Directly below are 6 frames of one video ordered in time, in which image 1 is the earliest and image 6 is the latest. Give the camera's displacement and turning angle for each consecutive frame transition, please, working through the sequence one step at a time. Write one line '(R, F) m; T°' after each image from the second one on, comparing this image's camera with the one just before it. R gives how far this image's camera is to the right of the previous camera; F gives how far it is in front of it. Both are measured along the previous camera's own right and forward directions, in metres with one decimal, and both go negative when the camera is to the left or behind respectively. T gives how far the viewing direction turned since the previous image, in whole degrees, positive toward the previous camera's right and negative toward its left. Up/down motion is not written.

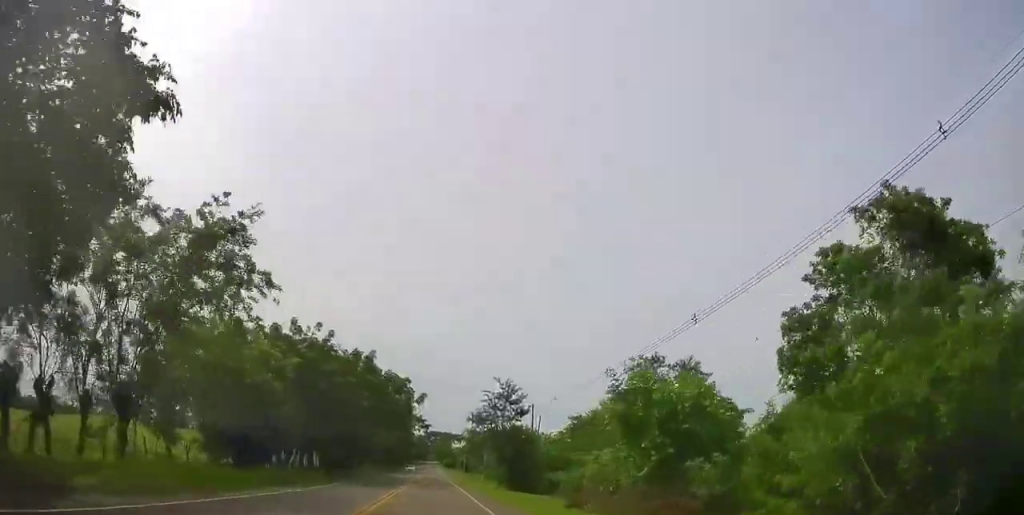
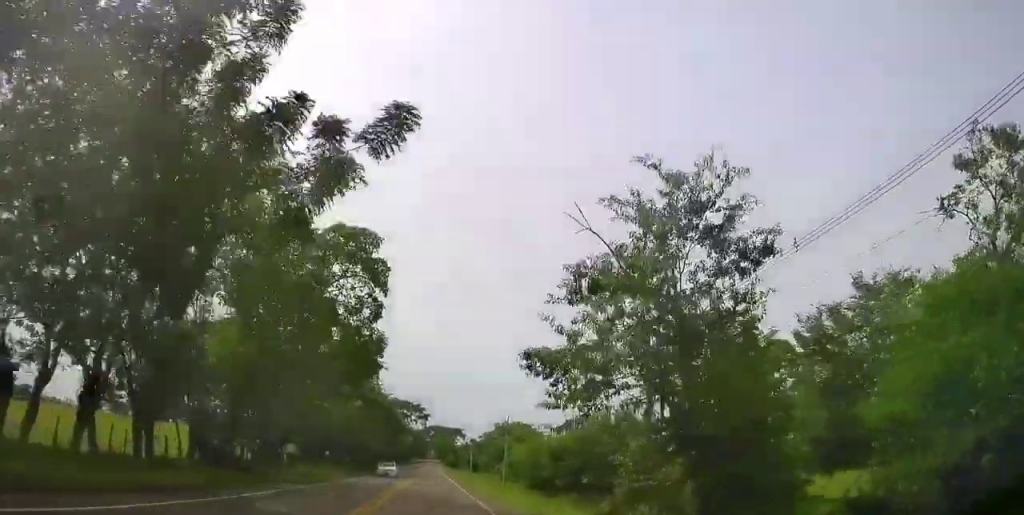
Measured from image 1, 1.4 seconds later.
(-1.5, +33.6) m; +2°
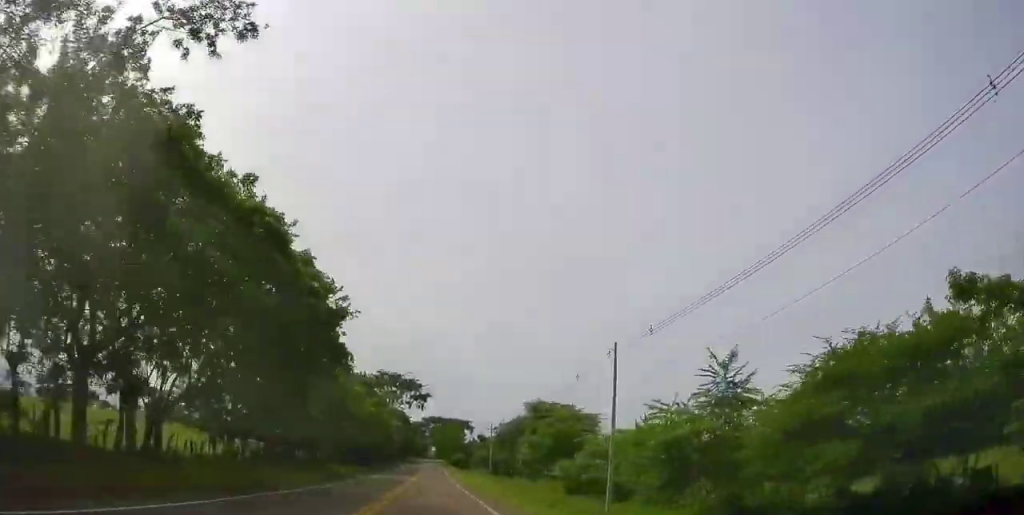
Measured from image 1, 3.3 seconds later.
(+3.0, +50.0) m; +1°
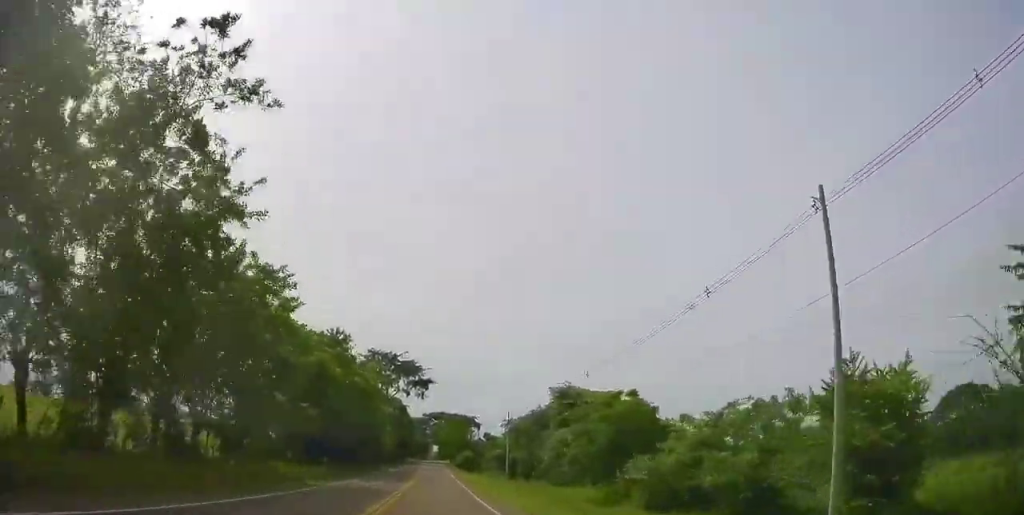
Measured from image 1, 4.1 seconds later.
(0.0, +20.3) m; 0°
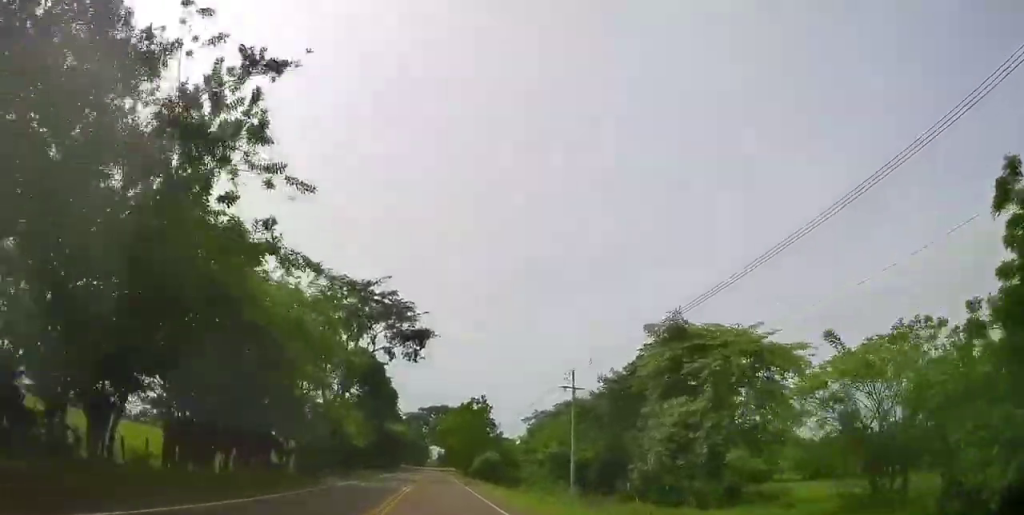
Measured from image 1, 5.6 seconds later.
(-0.3, +38.6) m; -2°
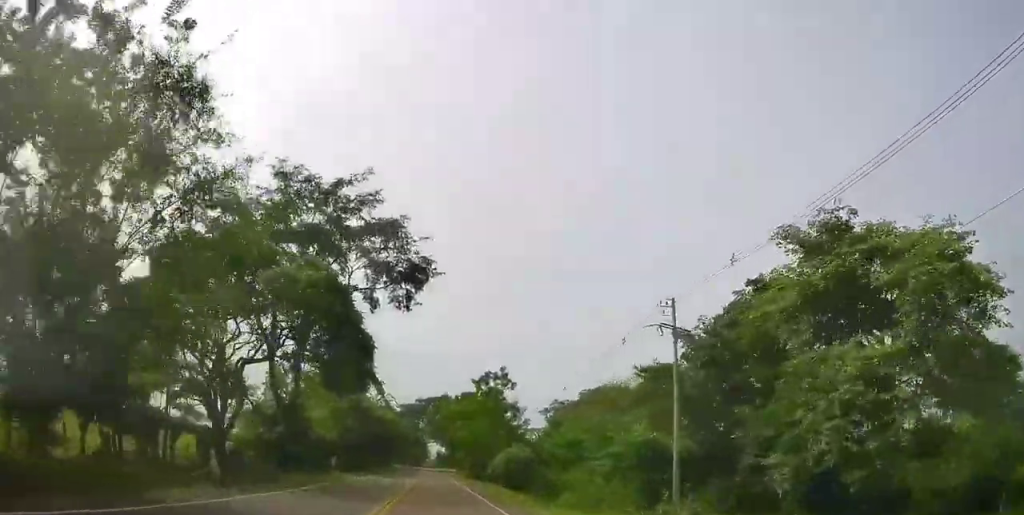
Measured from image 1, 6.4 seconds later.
(-0.2, +19.2) m; -2°
